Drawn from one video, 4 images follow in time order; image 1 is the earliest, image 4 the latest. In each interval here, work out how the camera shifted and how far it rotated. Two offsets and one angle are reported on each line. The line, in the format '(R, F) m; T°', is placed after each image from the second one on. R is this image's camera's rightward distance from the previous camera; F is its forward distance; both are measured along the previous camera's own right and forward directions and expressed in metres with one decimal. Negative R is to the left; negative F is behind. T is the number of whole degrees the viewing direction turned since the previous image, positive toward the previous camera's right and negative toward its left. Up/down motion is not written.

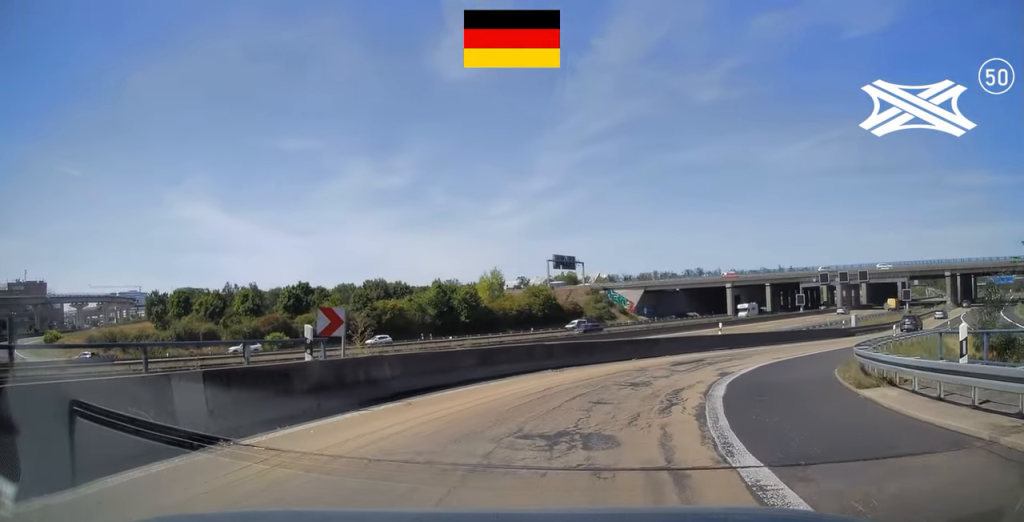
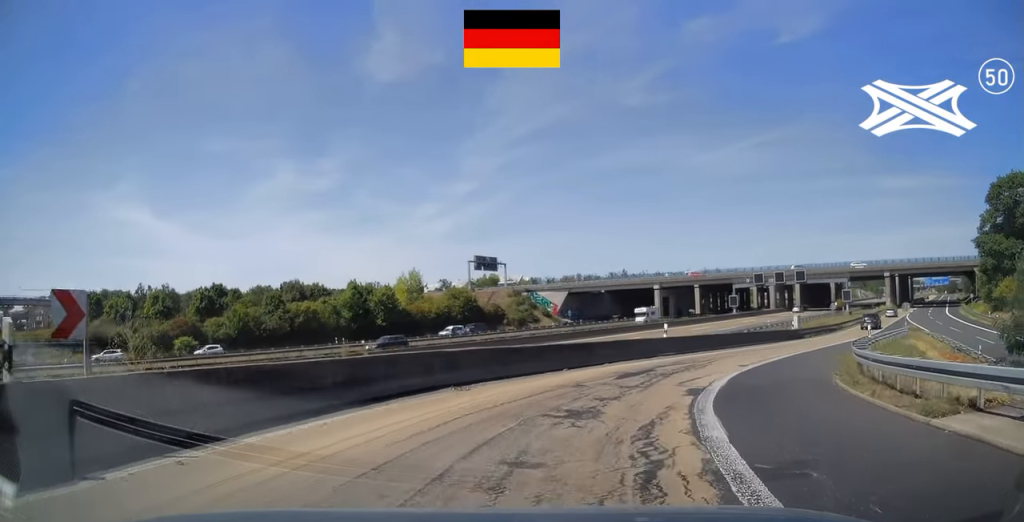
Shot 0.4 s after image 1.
(+0.1, +5.0) m; +7°
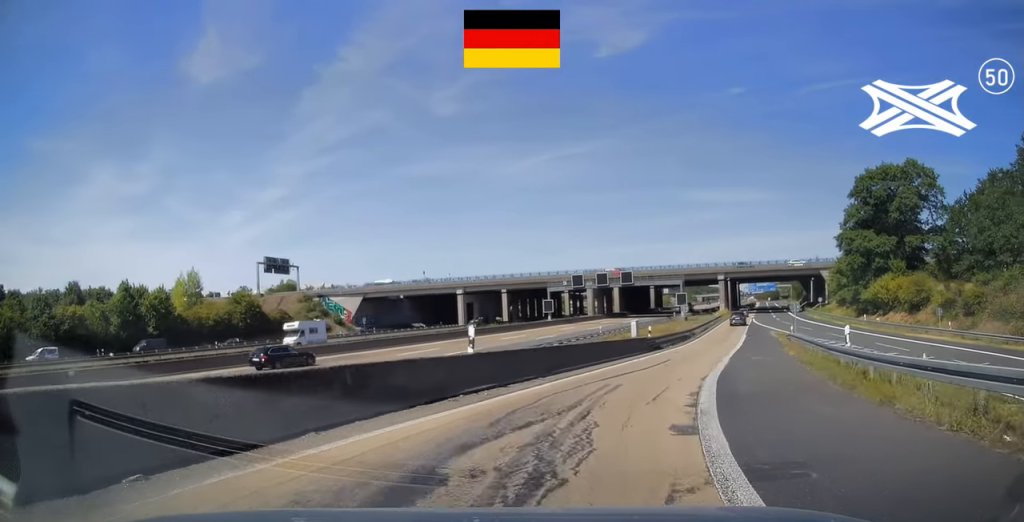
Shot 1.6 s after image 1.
(+2.0, +13.3) m; +18°
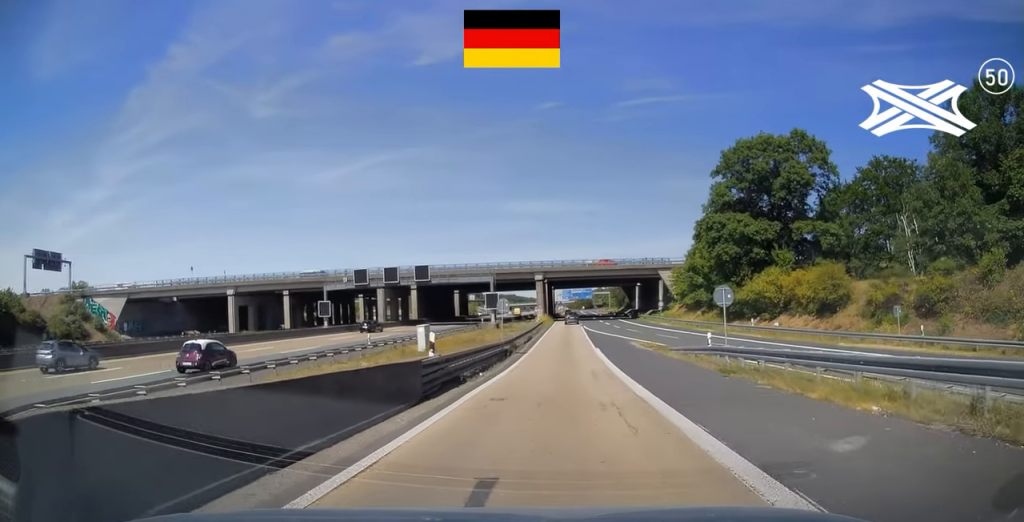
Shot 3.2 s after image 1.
(+4.0, +19.4) m; +18°
